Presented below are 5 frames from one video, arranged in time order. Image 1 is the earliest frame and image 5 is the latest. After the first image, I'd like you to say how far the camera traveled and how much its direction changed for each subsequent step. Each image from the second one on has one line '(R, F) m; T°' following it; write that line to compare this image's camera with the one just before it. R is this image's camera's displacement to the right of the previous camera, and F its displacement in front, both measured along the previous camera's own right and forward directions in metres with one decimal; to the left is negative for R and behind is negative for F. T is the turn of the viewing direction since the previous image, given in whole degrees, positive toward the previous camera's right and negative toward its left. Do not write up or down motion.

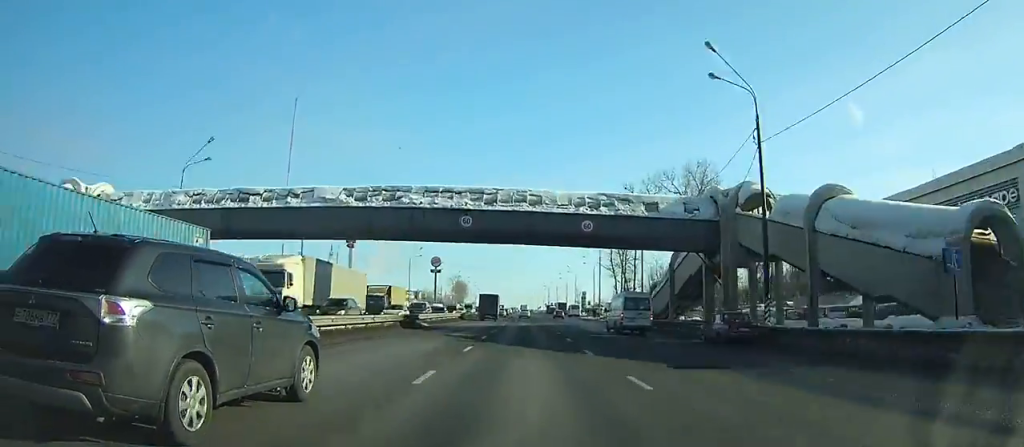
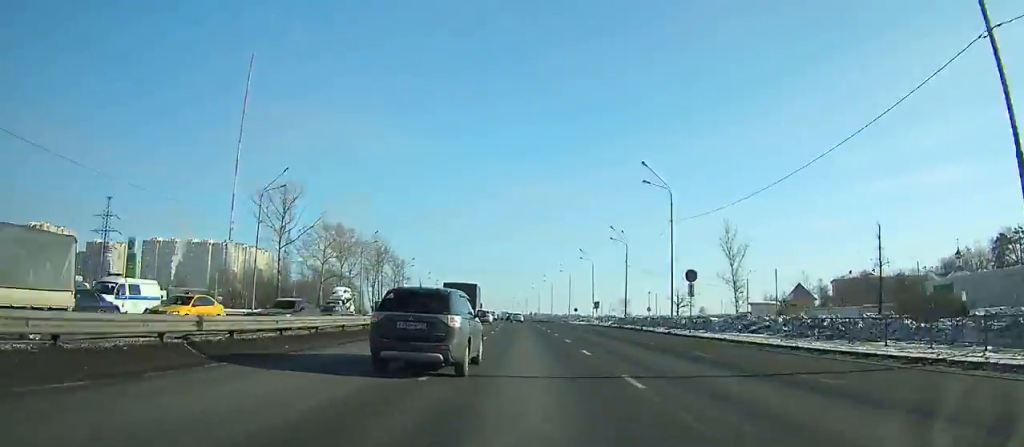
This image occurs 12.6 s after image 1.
(-1.9, +245.4) m; -1°
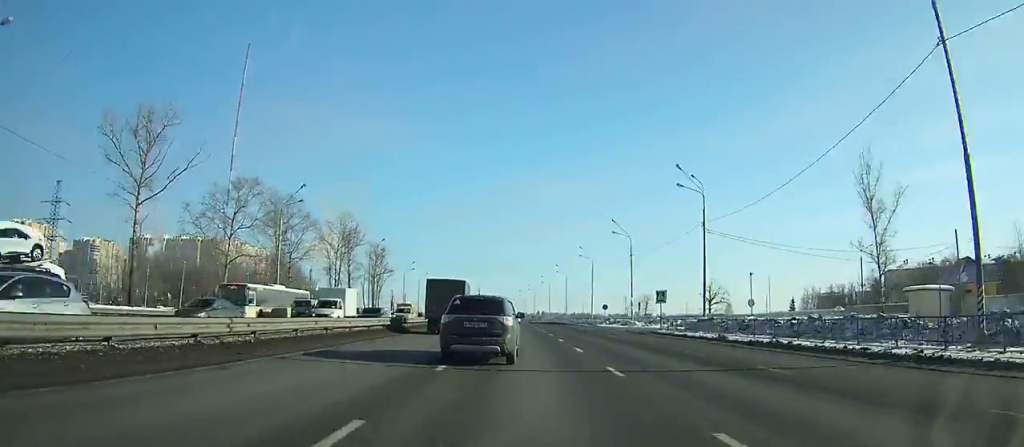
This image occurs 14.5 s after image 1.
(-0.4, +38.5) m; -1°
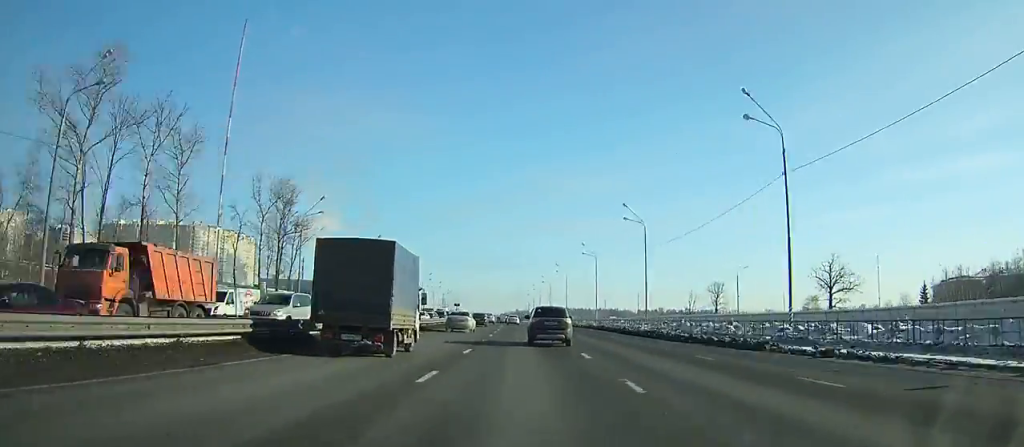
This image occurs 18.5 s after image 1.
(-1.3, +82.1) m; -1°
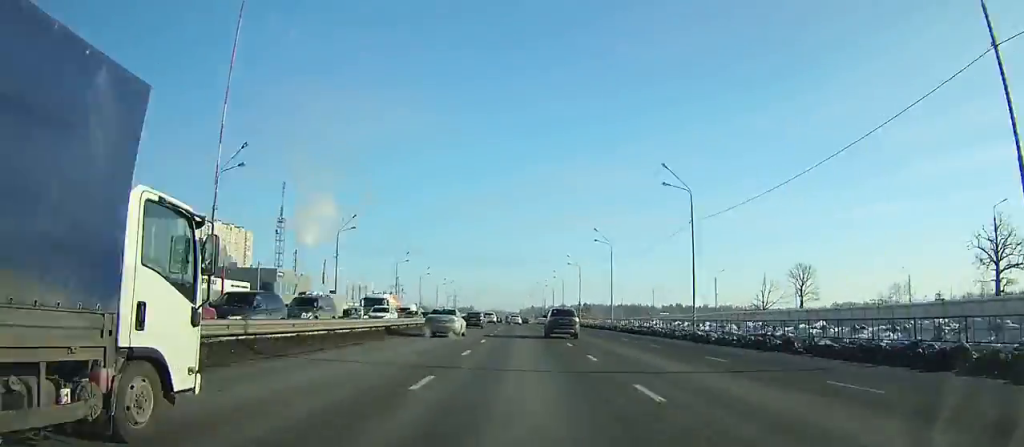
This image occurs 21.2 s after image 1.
(-0.2, +56.6) m; -1°
